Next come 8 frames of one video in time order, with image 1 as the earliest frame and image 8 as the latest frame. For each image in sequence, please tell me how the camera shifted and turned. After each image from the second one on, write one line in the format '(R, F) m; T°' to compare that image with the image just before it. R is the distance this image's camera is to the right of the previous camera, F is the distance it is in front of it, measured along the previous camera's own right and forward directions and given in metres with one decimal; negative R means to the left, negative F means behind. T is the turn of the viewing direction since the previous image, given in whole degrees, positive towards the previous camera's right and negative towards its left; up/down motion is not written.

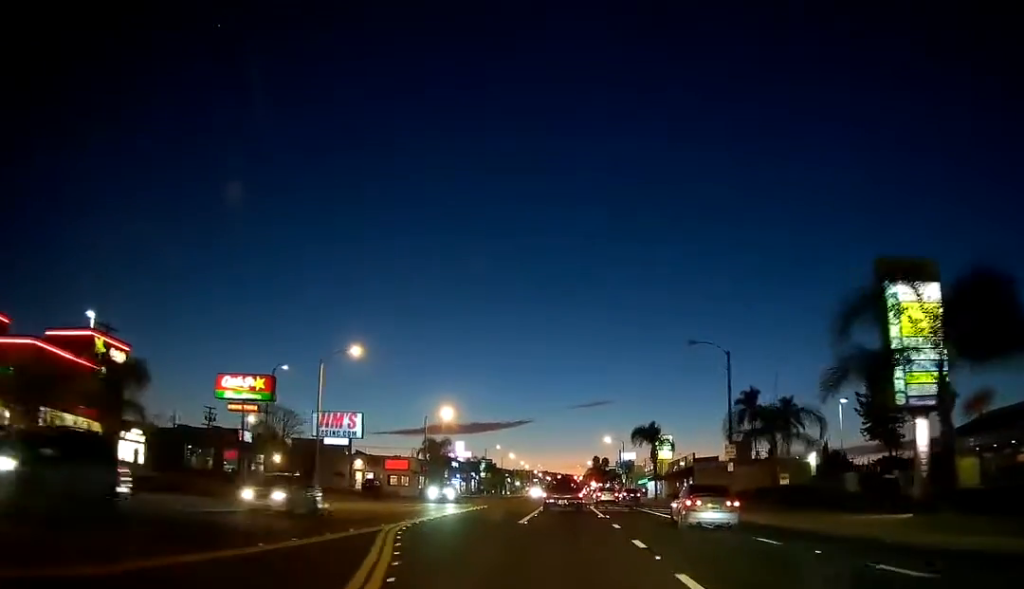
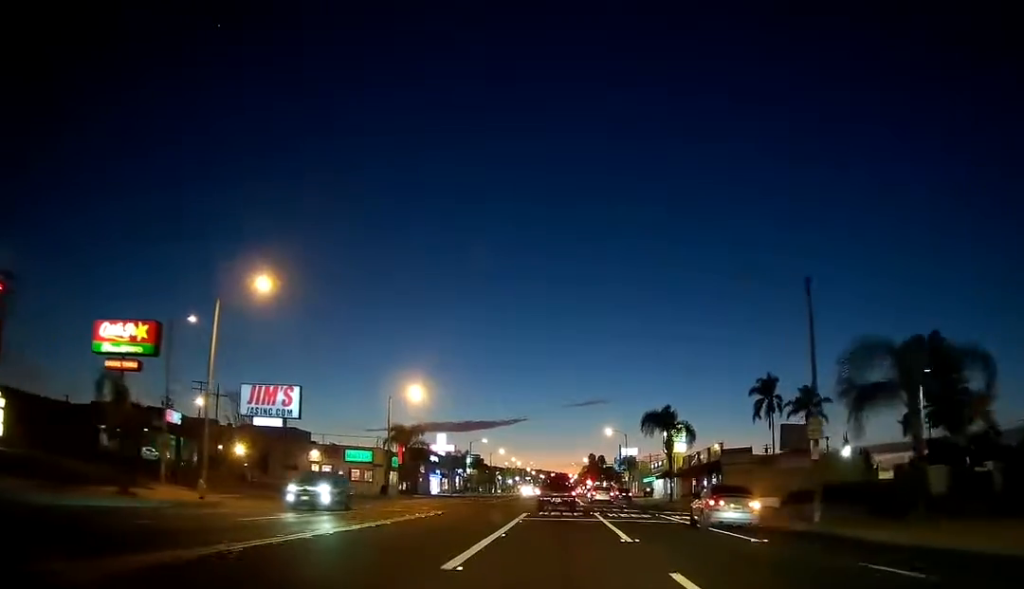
(0.0, +14.8) m; 0°
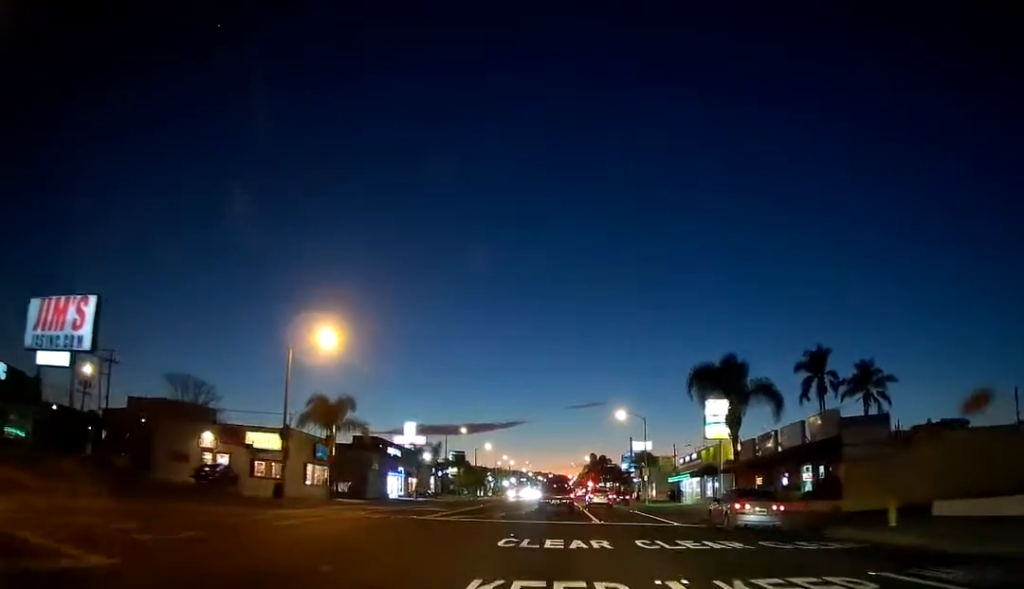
(0.0, +25.9) m; 0°
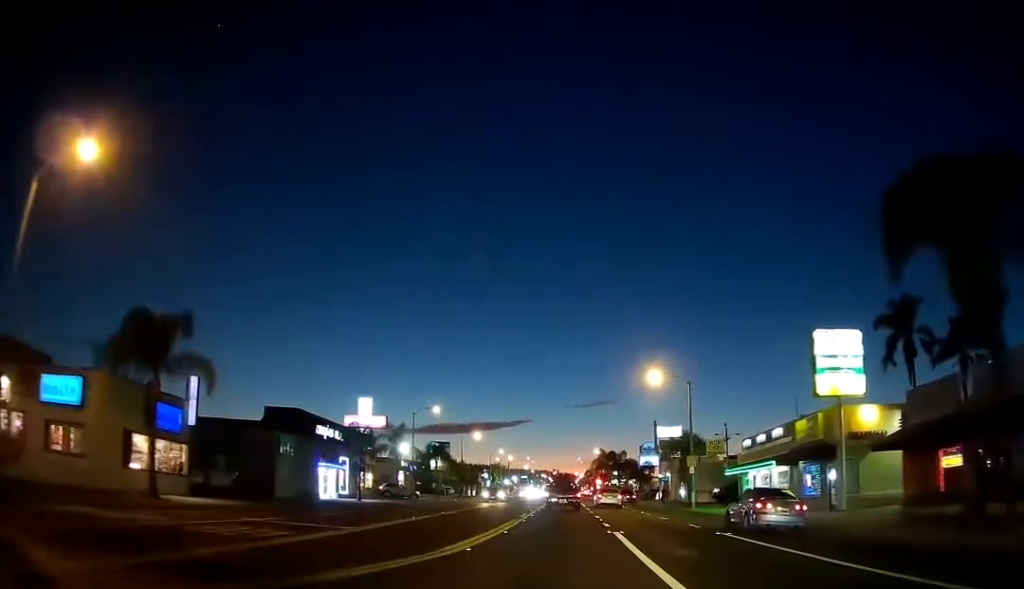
(0.0, +24.9) m; 0°
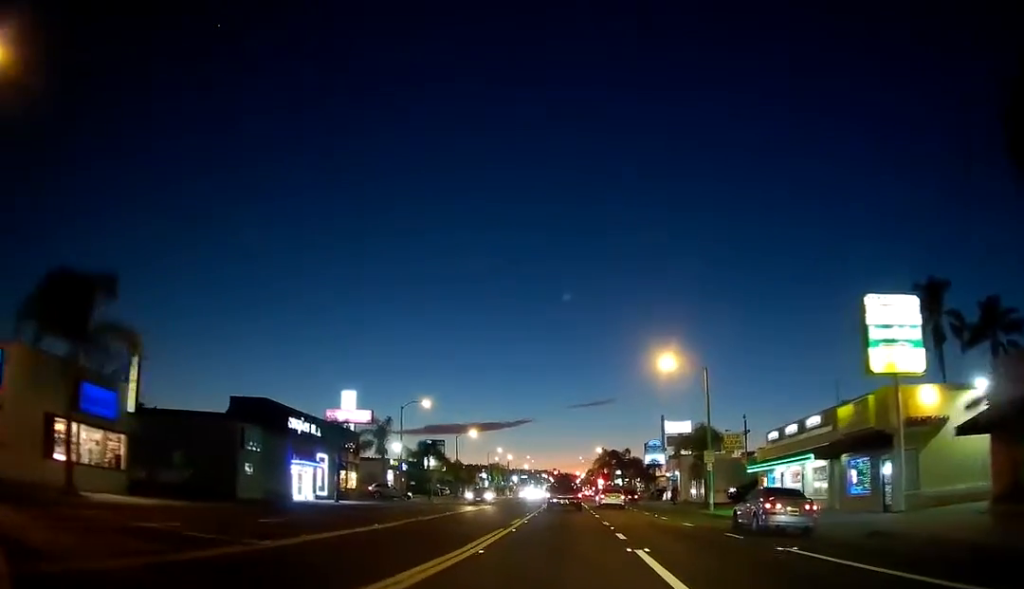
(0.0, +6.5) m; 0°
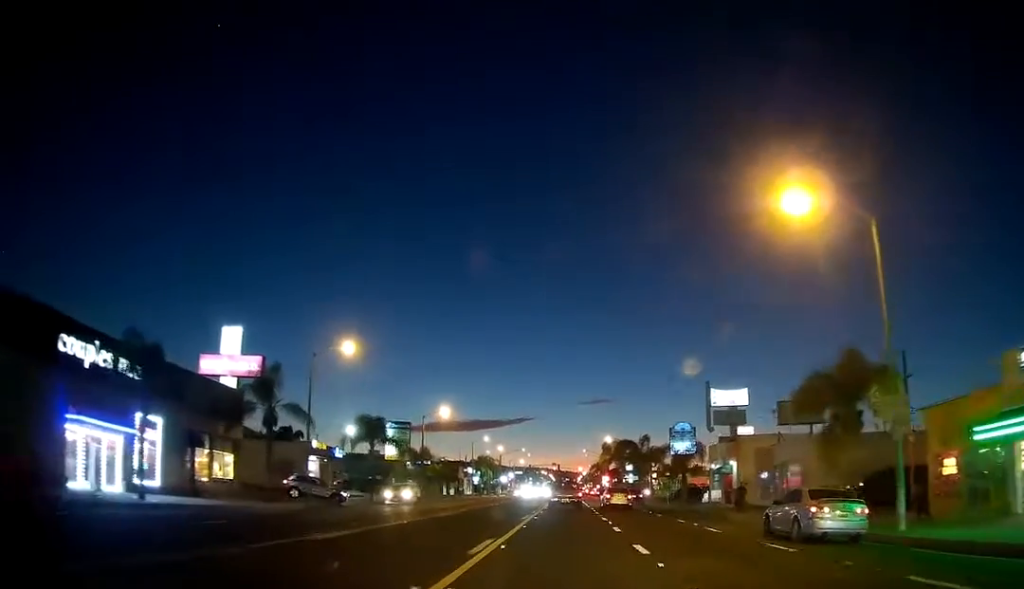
(0.0, +26.6) m; 0°
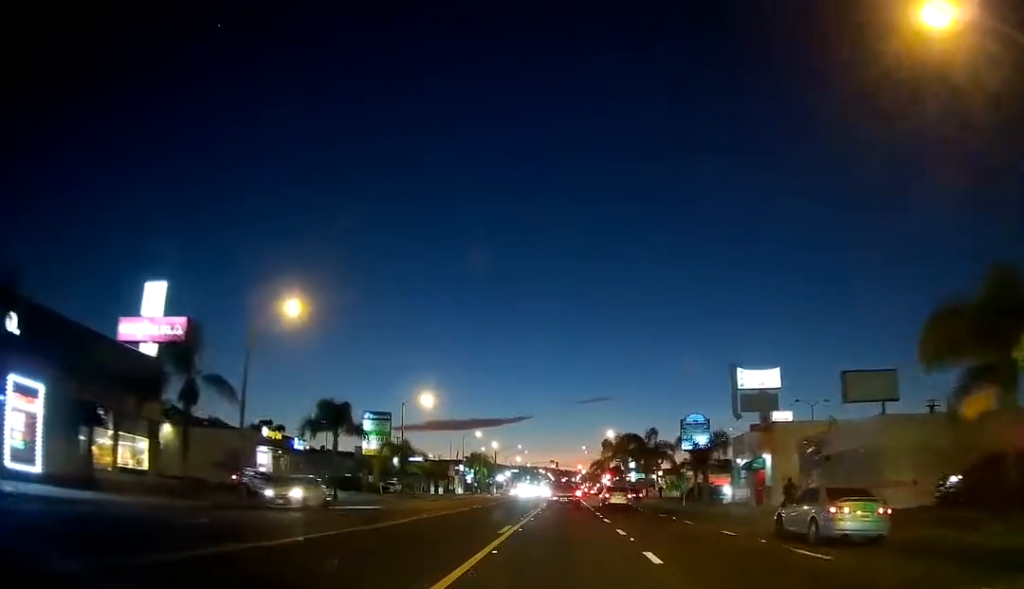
(0.0, +10.0) m; 0°
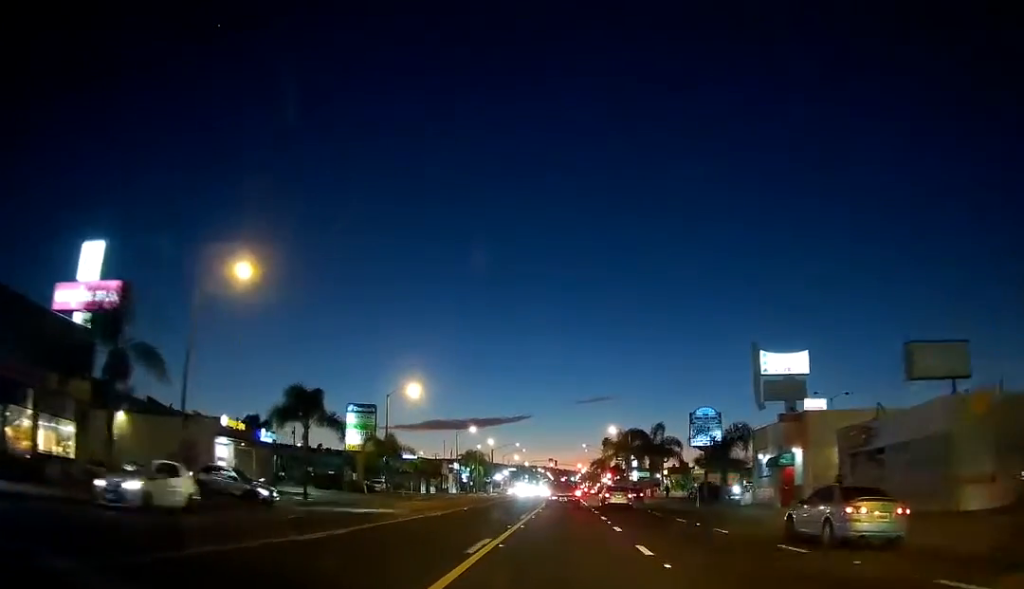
(0.0, +6.0) m; 0°
